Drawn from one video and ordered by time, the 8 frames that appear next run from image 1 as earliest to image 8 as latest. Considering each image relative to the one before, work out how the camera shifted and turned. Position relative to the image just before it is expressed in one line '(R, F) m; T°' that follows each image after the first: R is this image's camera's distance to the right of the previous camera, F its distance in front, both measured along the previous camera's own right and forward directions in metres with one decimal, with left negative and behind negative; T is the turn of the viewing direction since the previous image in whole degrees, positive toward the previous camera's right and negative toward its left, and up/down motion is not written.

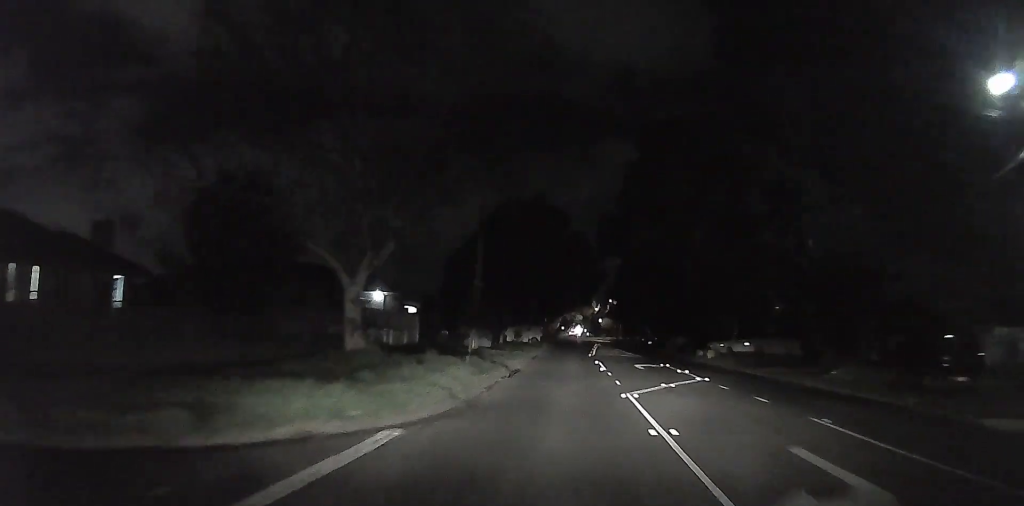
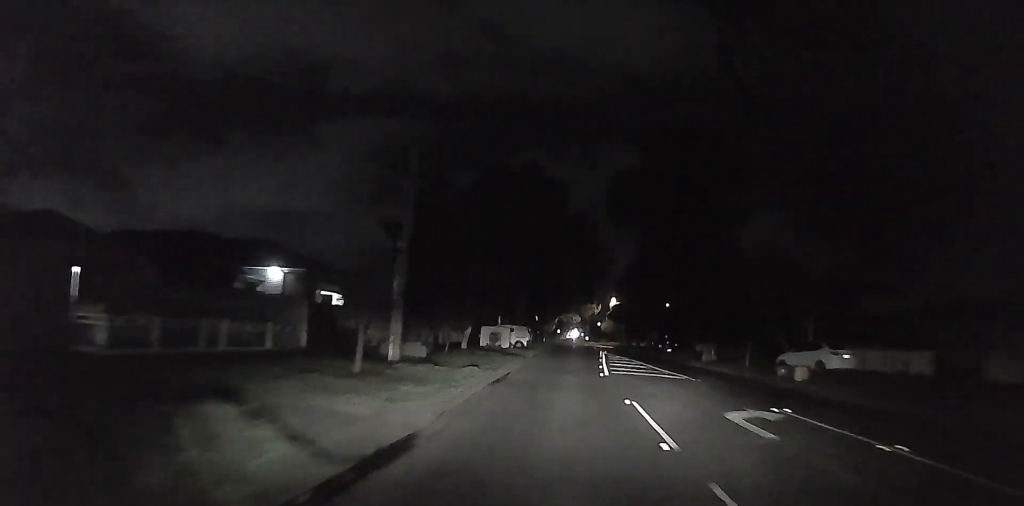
(+0.4, +17.5) m; +2°
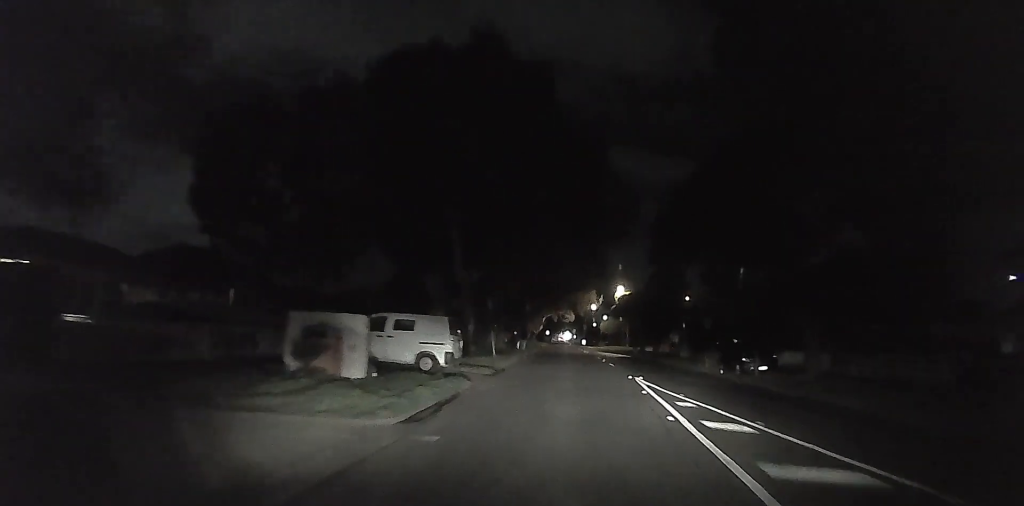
(-0.3, +31.3) m; 0°
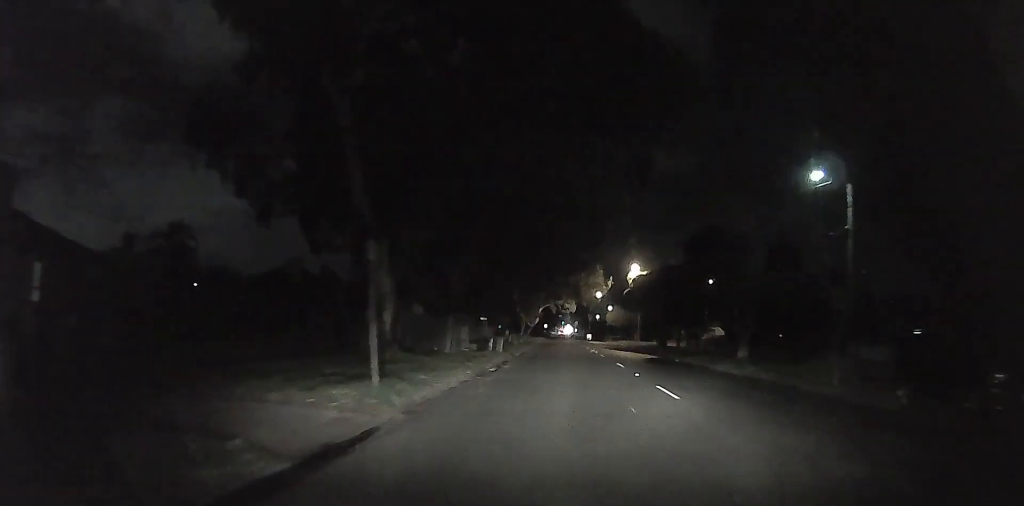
(+0.3, +18.9) m; +2°
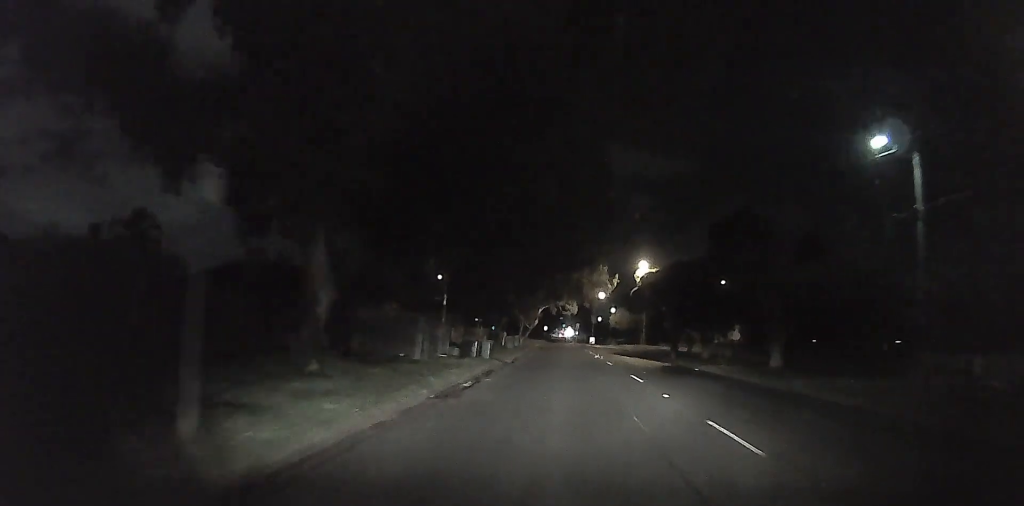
(0.0, +6.3) m; 0°
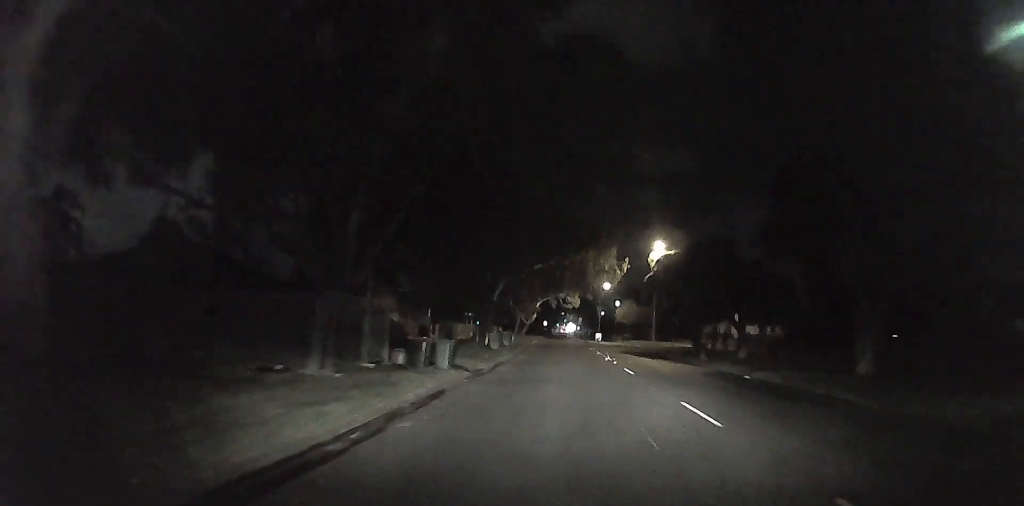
(0.0, +10.6) m; 0°
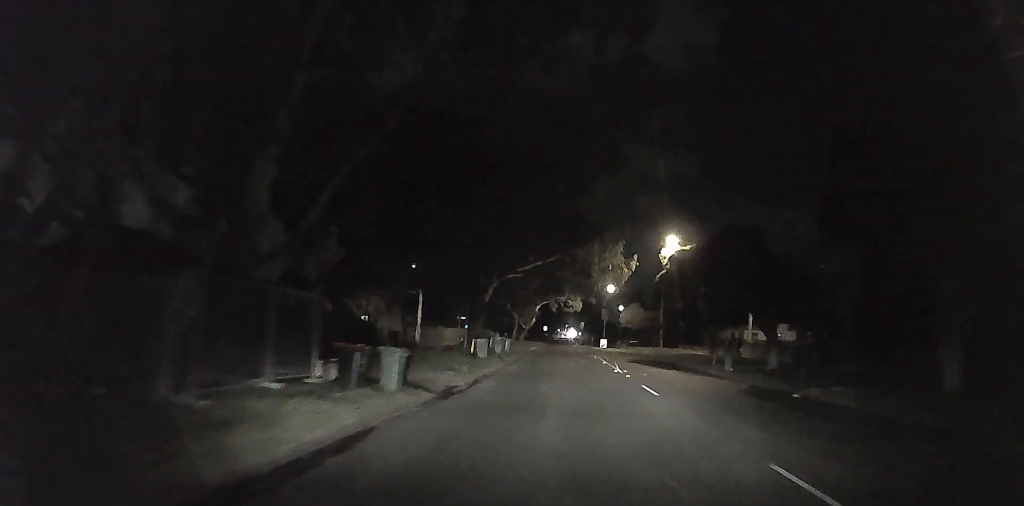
(0.0, +6.2) m; -1°
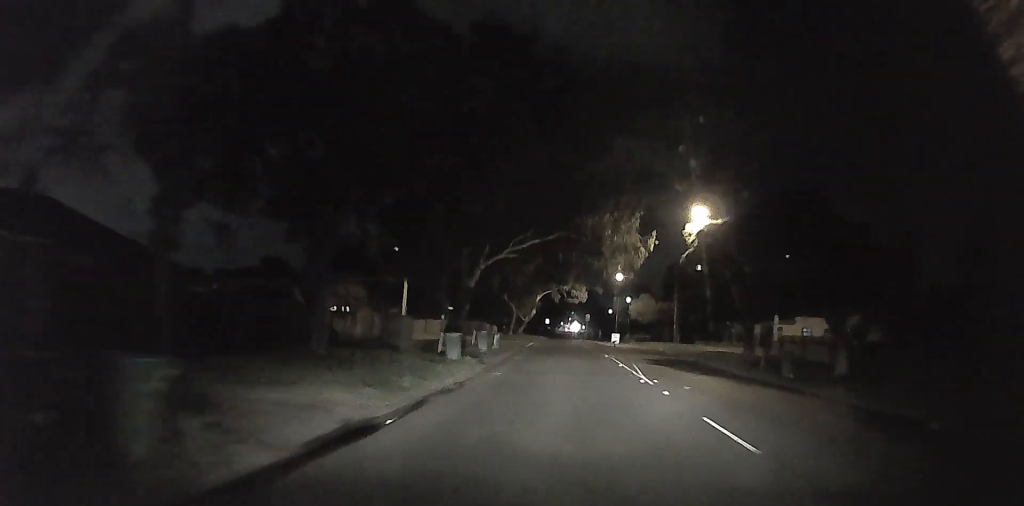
(+0.2, +9.1) m; -2°
